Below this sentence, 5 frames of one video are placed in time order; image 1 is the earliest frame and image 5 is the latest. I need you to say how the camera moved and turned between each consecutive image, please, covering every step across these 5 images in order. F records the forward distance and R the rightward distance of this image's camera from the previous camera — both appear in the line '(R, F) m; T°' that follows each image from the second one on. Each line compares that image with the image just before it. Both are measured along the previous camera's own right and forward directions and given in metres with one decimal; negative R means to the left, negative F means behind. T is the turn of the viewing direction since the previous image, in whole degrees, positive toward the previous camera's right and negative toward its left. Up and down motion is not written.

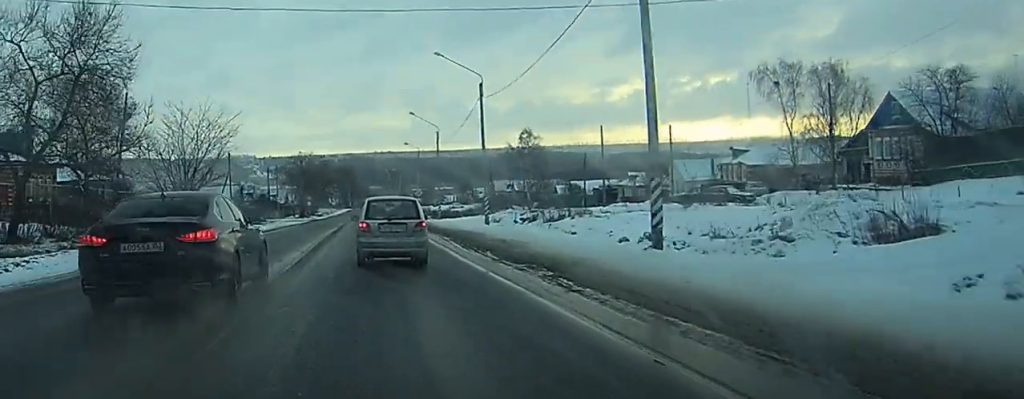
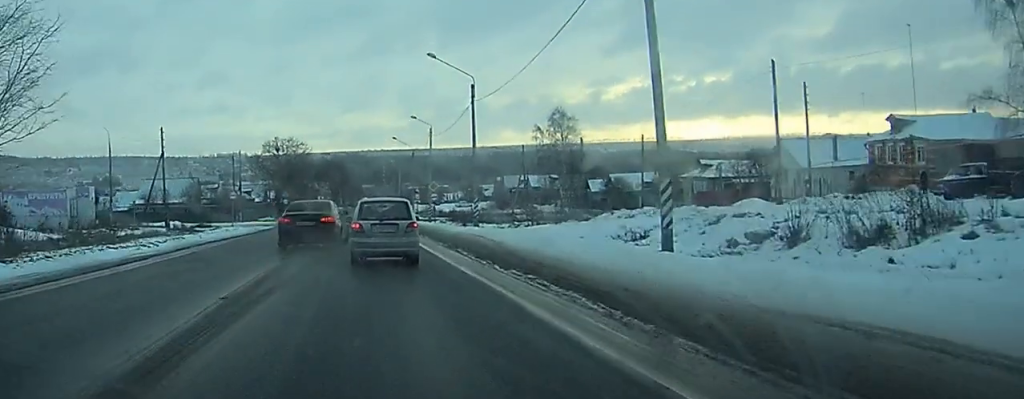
(-0.1, +33.9) m; -1°
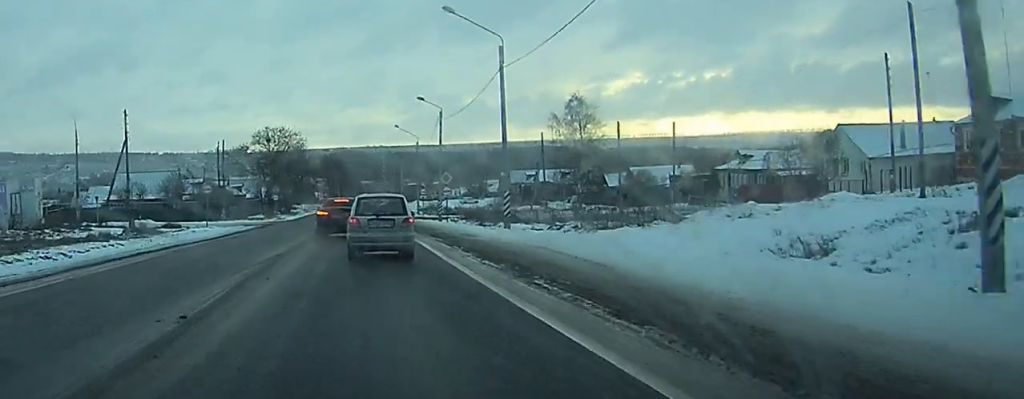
(-0.1, +11.5) m; 0°
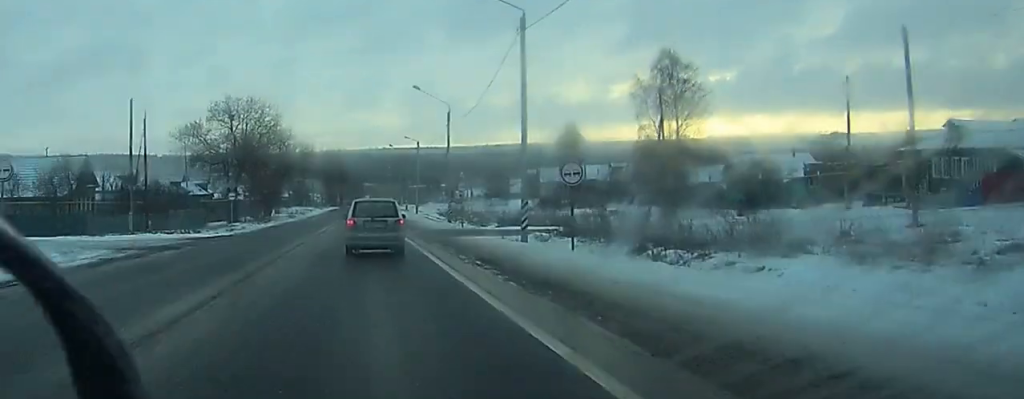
(0.0, +37.6) m; 0°
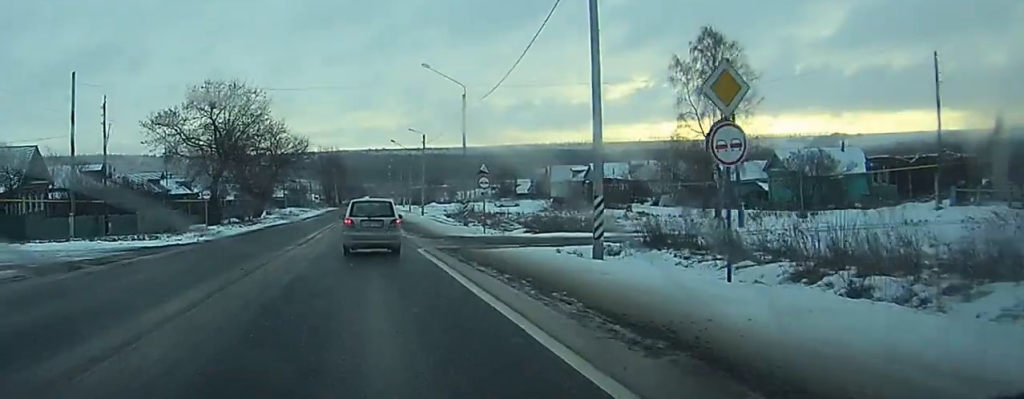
(0.0, +11.1) m; 0°
